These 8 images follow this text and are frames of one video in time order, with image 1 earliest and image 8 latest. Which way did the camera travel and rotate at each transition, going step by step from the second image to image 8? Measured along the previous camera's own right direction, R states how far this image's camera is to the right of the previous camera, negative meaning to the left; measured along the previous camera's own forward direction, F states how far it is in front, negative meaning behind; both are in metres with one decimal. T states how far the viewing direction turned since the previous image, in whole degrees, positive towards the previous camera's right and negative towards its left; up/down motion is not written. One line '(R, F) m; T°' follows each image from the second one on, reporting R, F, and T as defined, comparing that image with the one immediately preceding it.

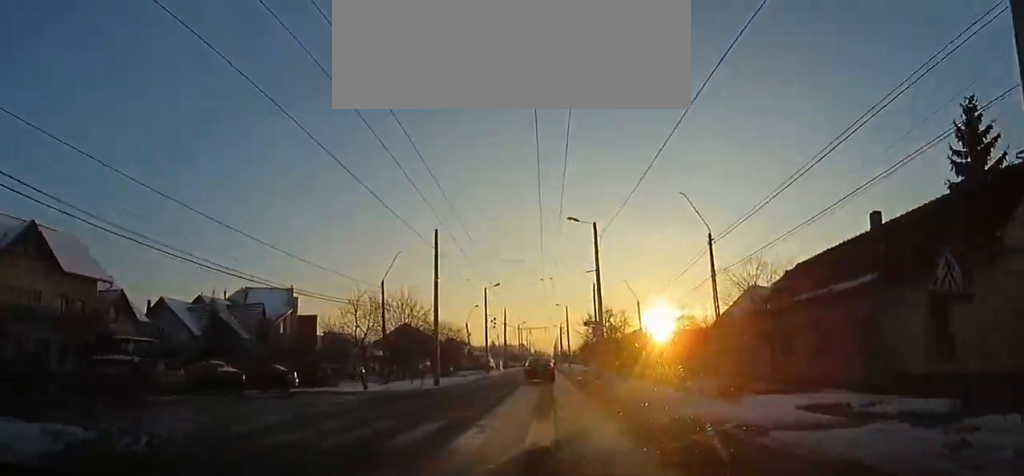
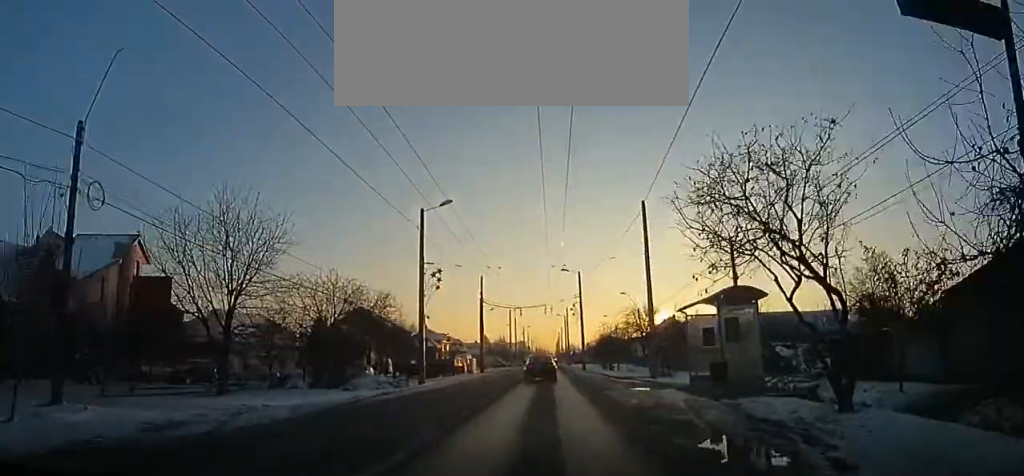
(+0.4, +29.7) m; -2°
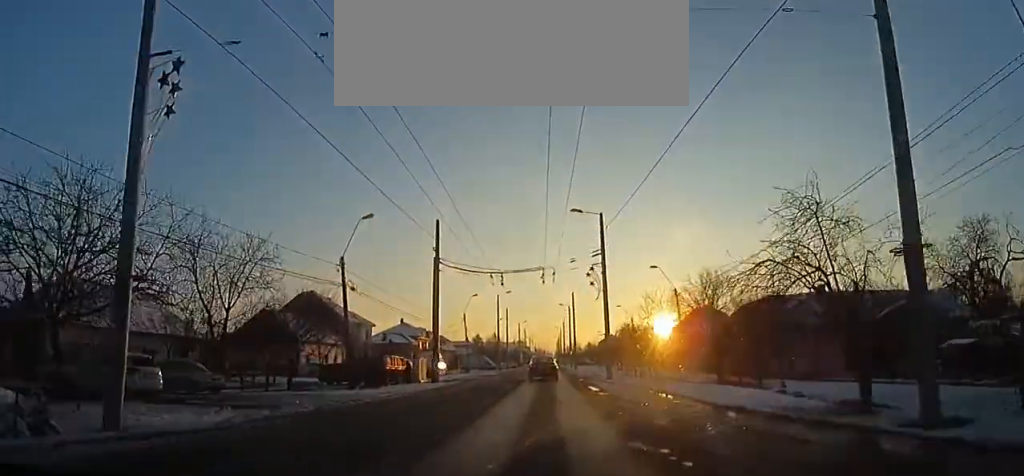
(-0.9, +20.8) m; -4°
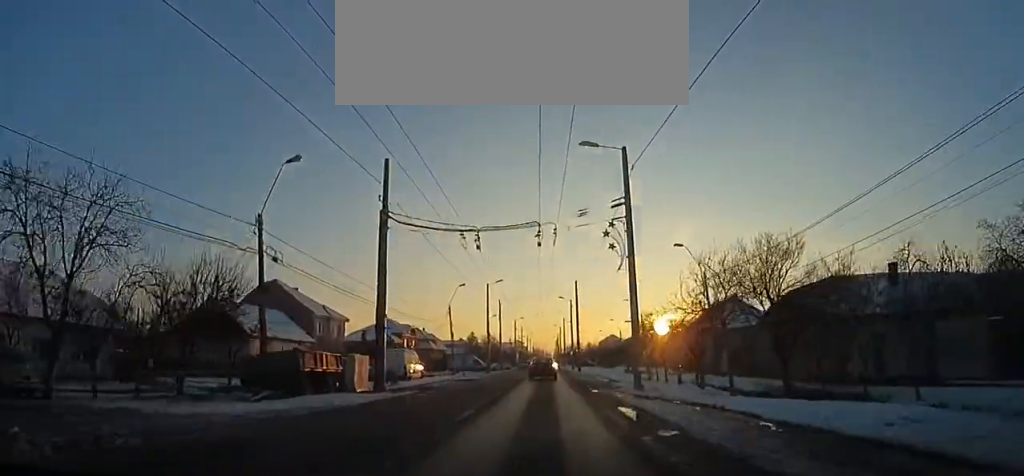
(-0.3, +9.8) m; 0°
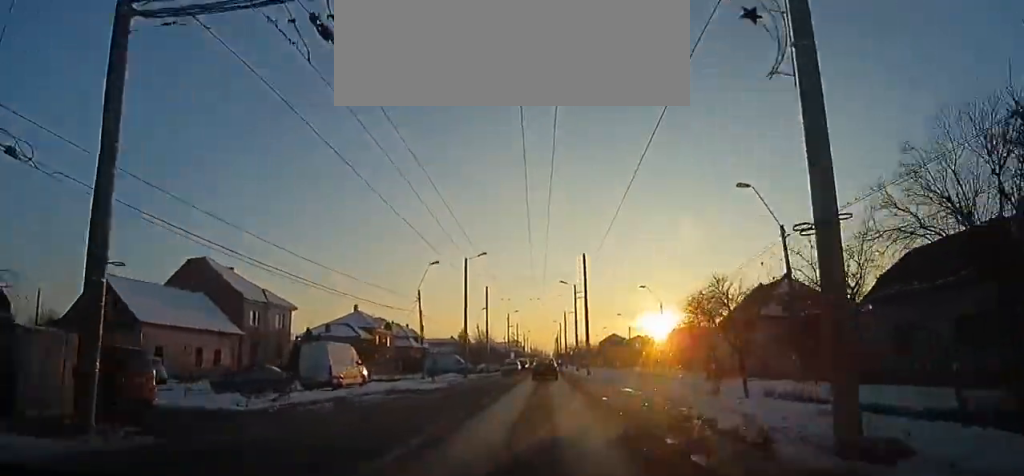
(-0.6, +14.0) m; +1°
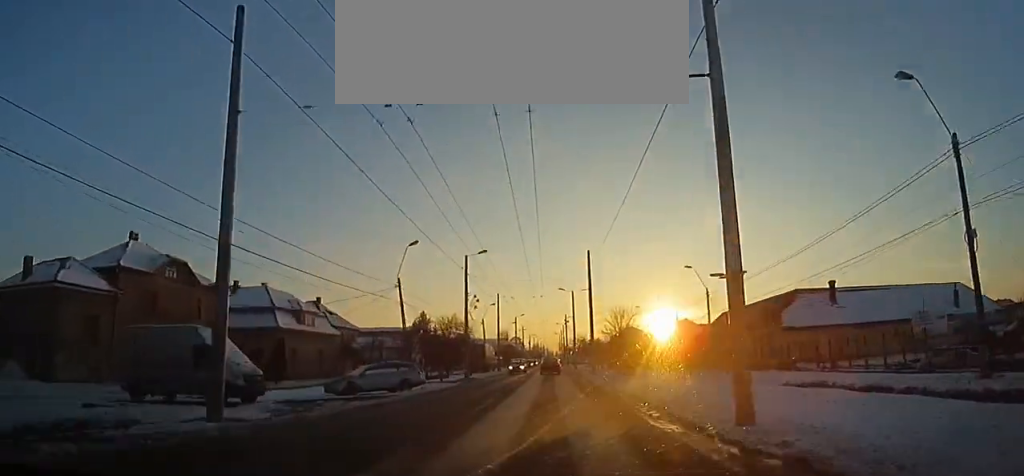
(+2.2, +46.4) m; +3°
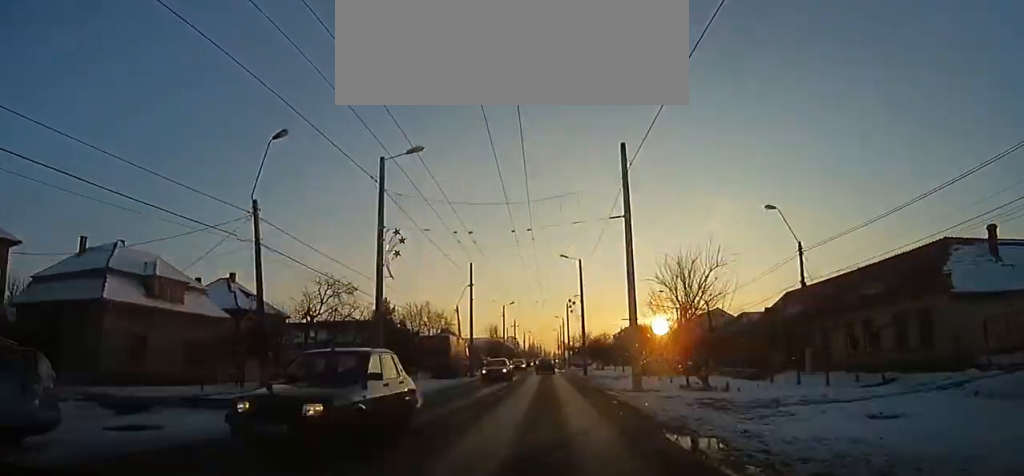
(0.0, +20.2) m; 0°
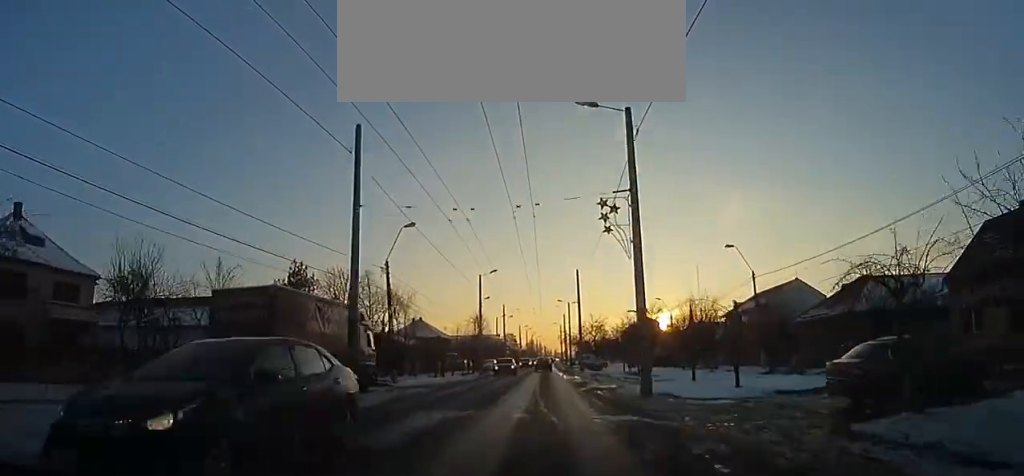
(0.0, +26.4) m; -1°
